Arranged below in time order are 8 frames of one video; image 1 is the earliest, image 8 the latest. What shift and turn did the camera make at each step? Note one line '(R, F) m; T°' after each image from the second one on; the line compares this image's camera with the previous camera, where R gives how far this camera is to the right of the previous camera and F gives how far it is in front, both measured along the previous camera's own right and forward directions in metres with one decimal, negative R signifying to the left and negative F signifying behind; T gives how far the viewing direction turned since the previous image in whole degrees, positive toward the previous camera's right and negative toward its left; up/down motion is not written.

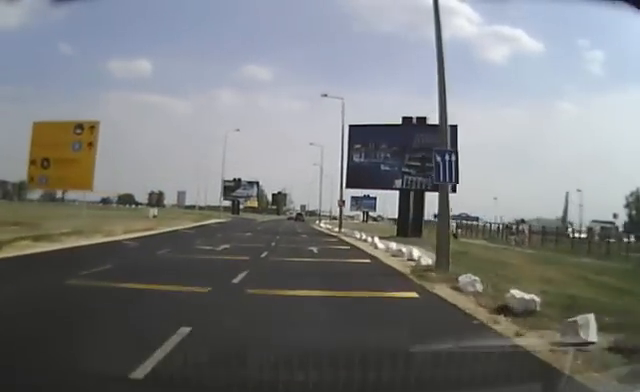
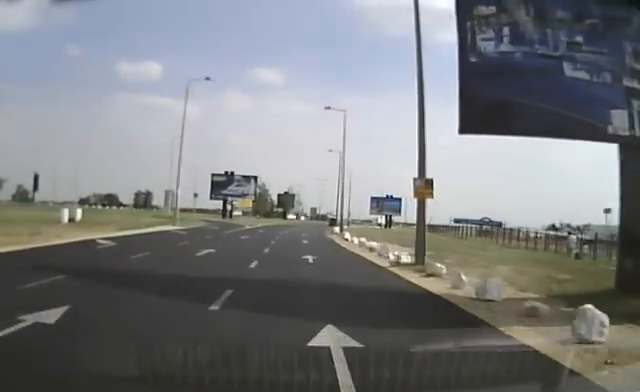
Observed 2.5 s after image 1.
(-0.2, +29.6) m; -2°
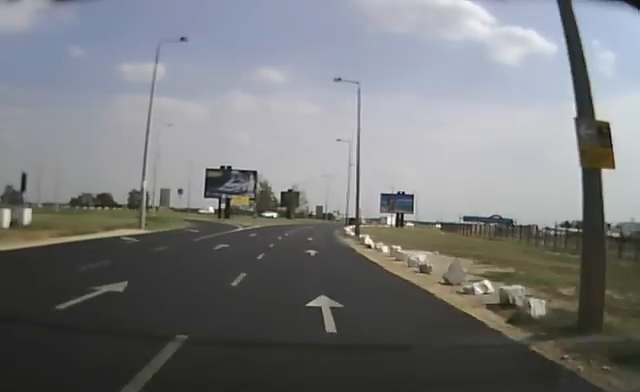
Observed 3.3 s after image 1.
(-0.2, +10.7) m; -1°
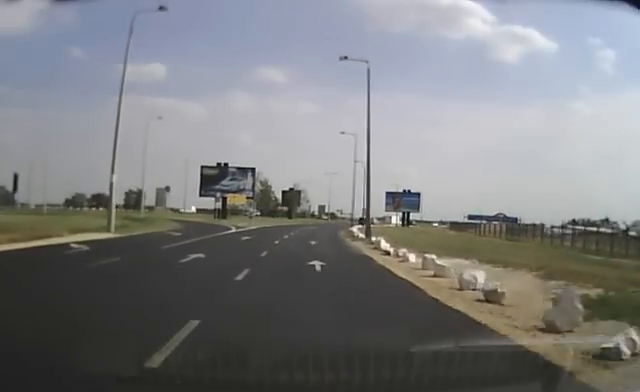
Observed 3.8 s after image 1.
(-0.1, +5.8) m; 0°
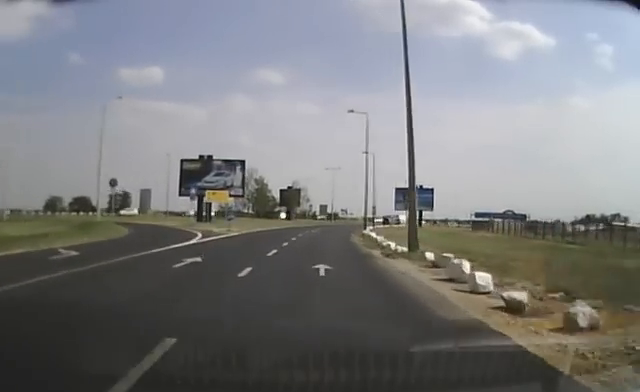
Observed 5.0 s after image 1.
(+0.1, +15.1) m; +1°
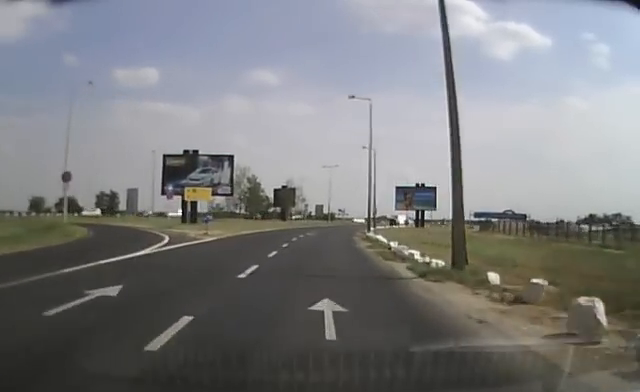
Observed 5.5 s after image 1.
(+0.1, +6.9) m; +1°
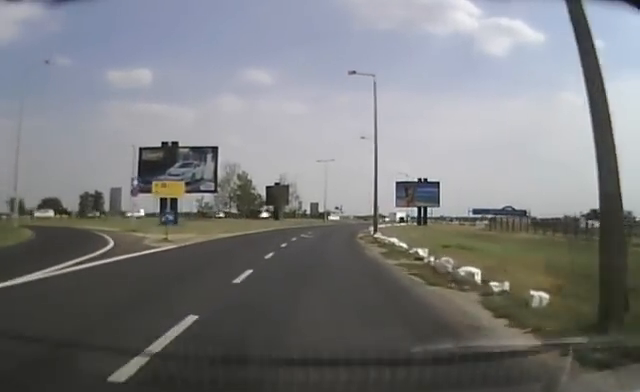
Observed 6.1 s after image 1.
(+0.1, +7.8) m; +1°
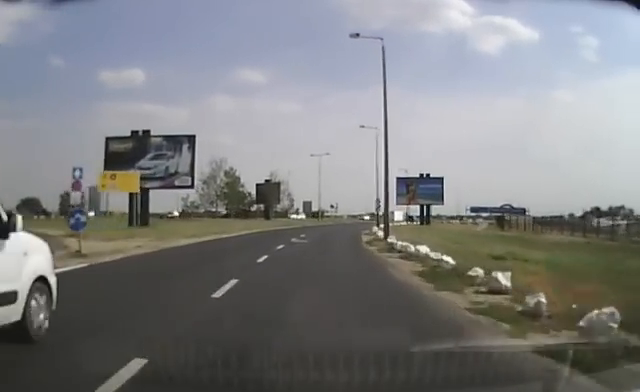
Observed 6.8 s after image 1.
(+0.1, +8.7) m; +2°
